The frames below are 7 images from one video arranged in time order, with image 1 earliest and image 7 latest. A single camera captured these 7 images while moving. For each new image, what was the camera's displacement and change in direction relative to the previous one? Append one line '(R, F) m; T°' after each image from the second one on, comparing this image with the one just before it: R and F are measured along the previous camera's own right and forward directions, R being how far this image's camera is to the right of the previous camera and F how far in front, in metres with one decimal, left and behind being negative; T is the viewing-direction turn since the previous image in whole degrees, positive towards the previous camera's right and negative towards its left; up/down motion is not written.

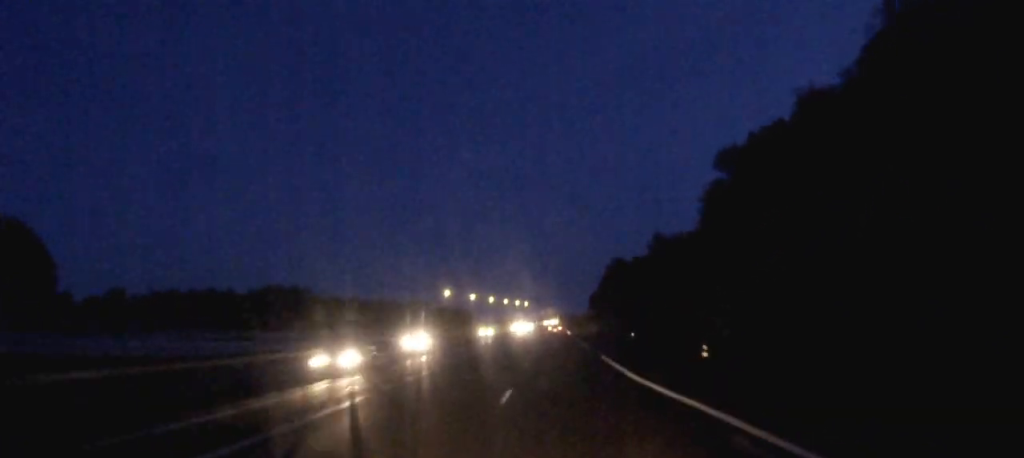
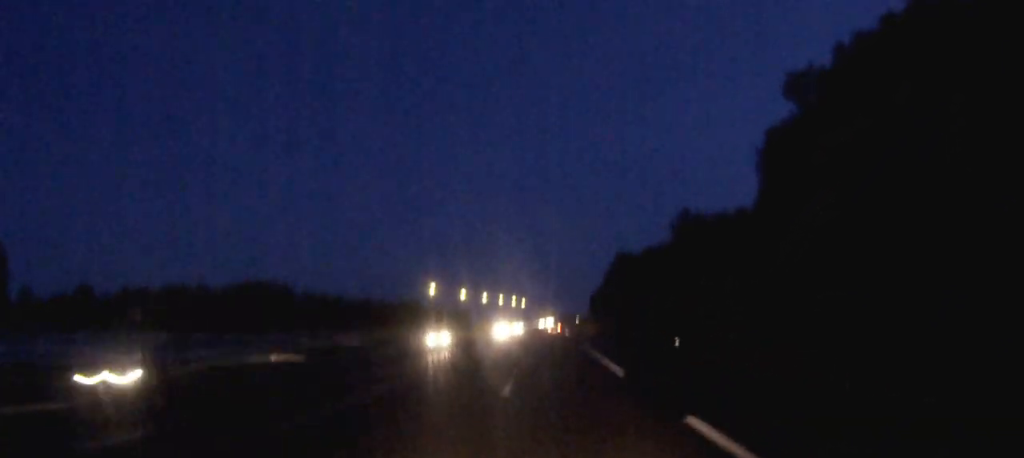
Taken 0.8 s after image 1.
(0.0, +23.7) m; 0°
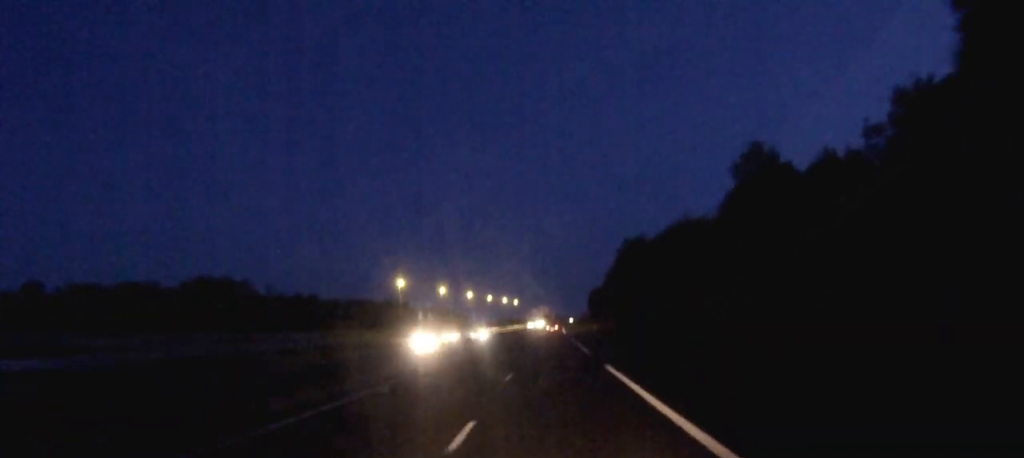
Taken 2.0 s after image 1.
(+0.1, +34.0) m; 0°
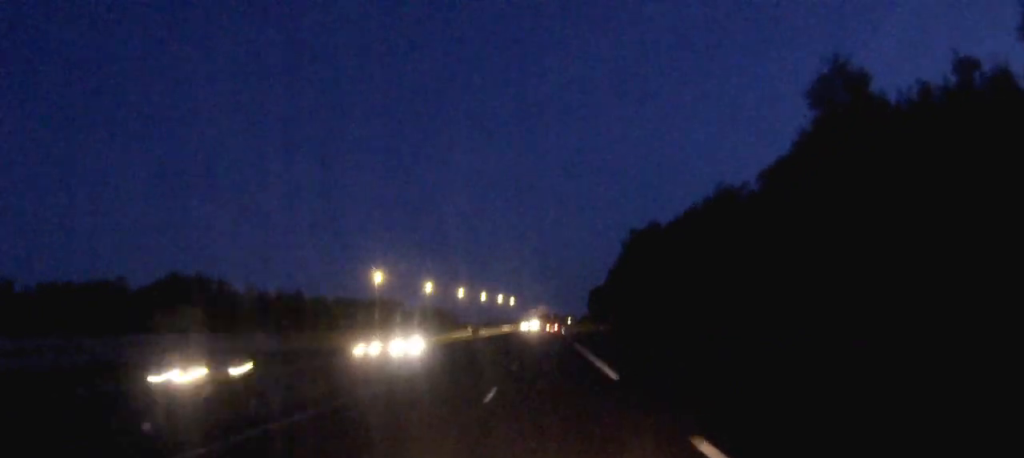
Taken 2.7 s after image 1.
(0.0, +18.9) m; 0°
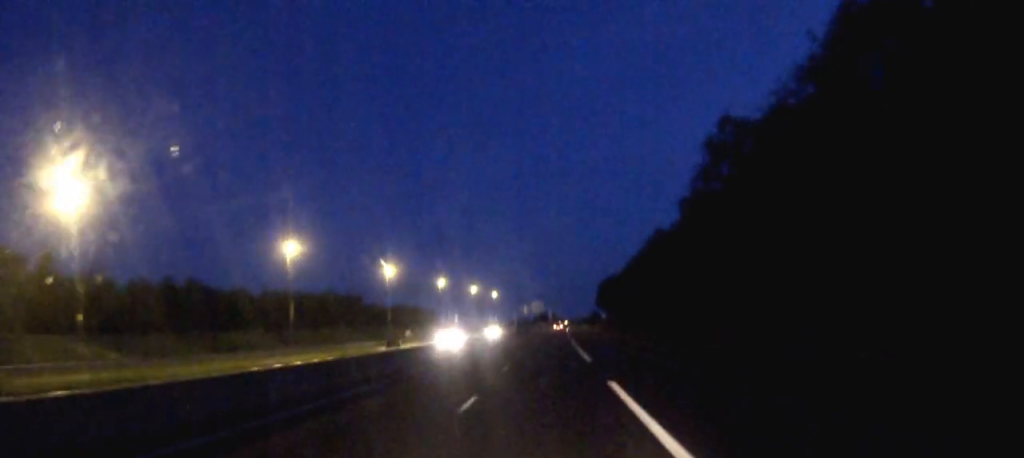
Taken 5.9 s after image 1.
(+0.3, +92.2) m; 0°
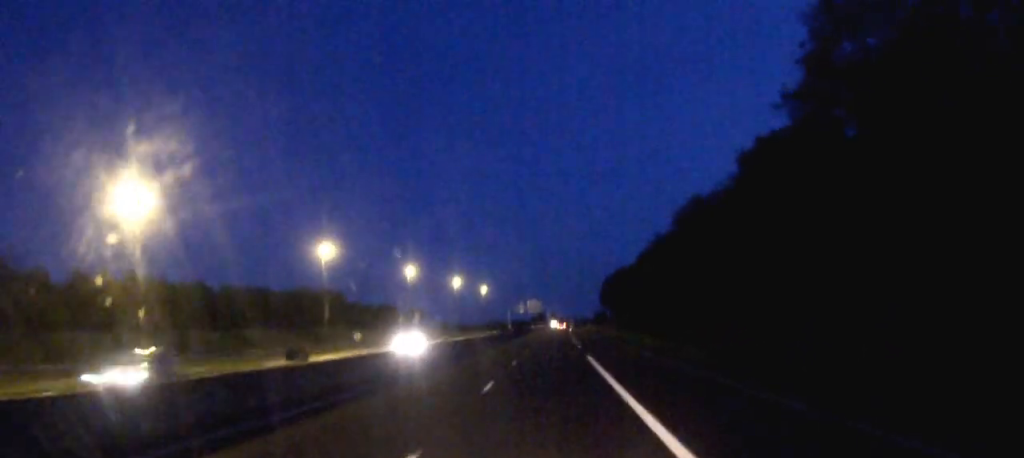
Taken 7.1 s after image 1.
(0.0, +34.2) m; 0°
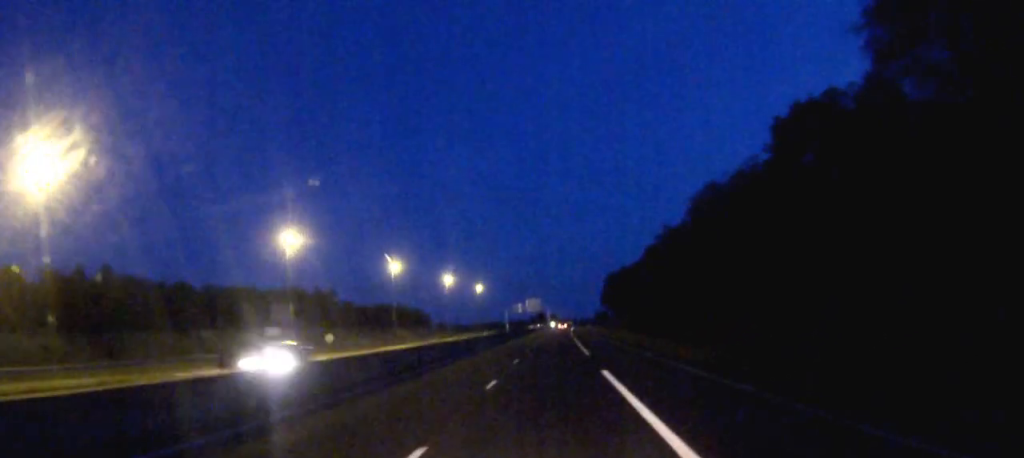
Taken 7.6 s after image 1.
(0.0, +12.4) m; 0°
